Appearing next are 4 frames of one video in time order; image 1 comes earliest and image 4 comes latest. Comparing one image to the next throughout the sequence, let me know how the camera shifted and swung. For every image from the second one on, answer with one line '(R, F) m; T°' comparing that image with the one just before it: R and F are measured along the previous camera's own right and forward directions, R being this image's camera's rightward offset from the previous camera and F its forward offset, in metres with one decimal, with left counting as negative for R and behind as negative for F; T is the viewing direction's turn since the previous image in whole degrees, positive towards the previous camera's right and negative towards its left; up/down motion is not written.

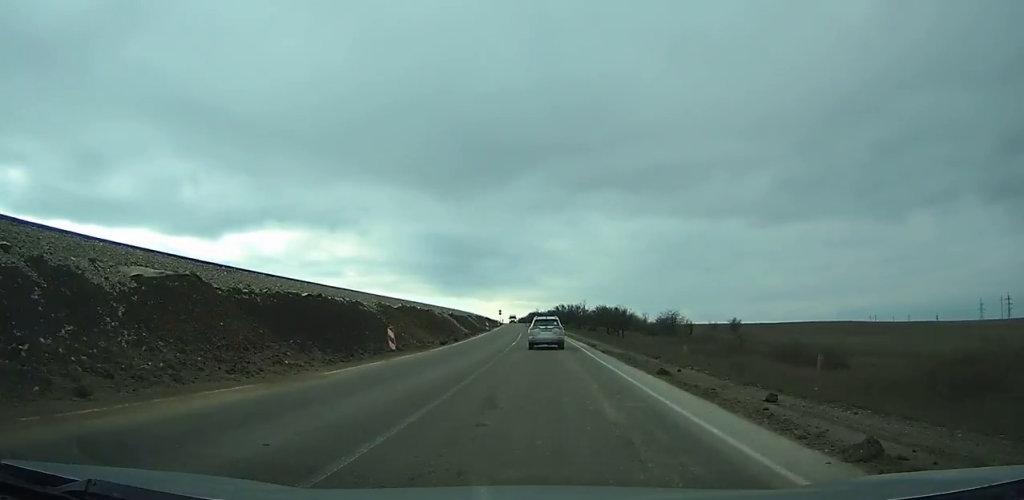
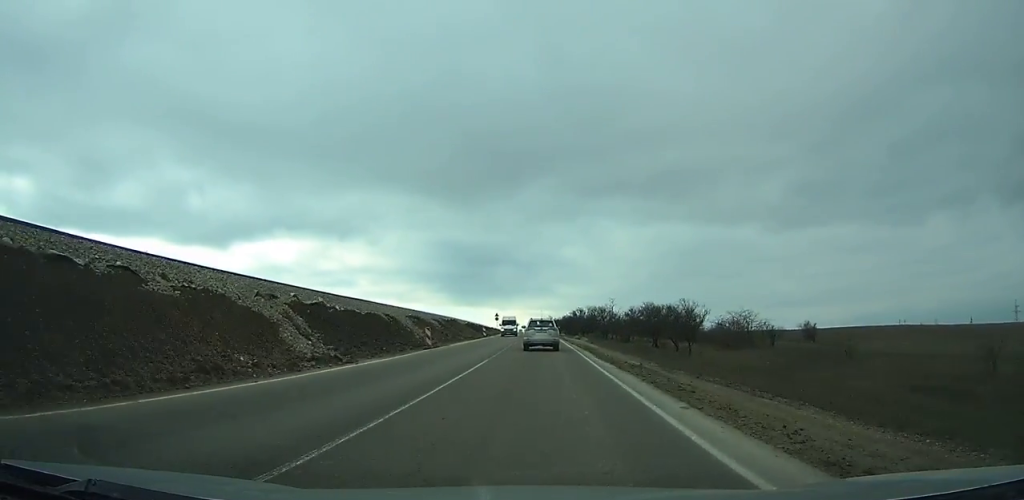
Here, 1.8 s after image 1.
(-0.1, +40.1) m; -1°
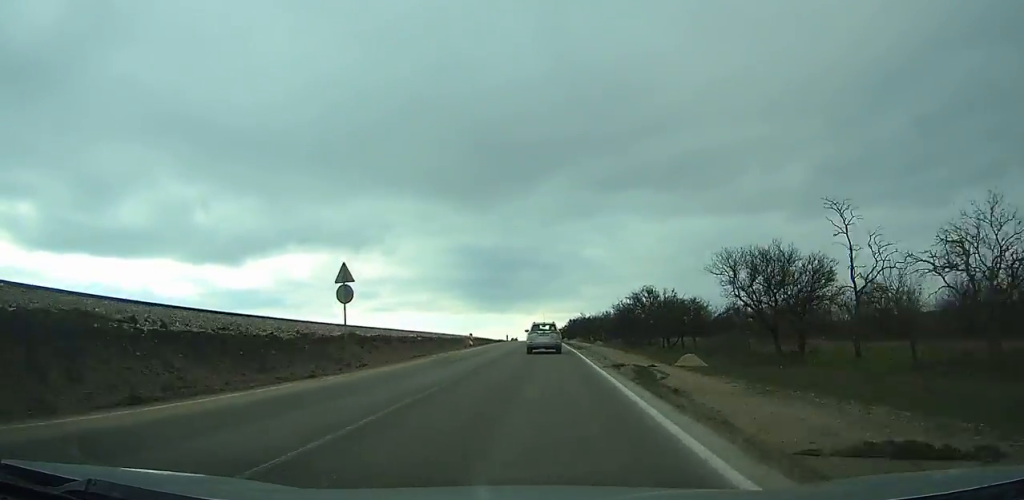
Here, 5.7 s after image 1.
(-2.5, +86.4) m; -3°
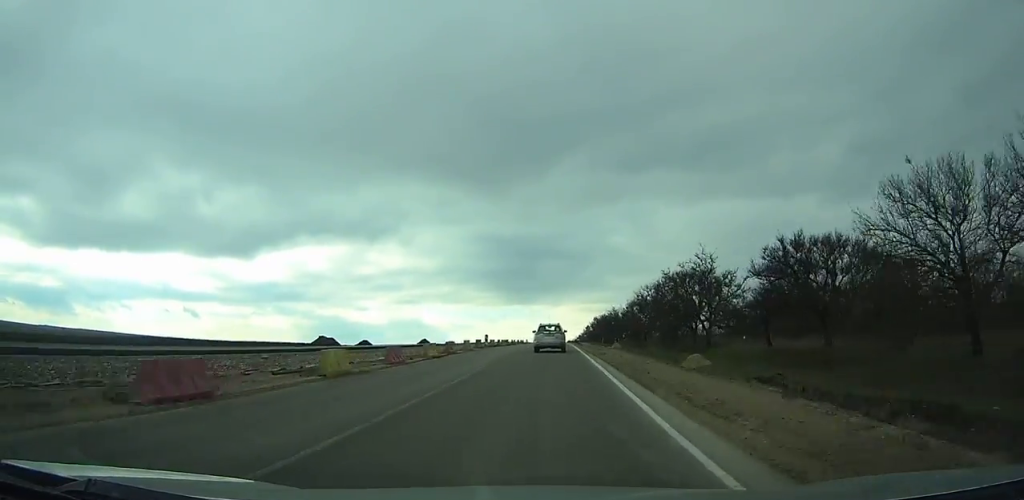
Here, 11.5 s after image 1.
(-2.7, +126.5) m; -2°
